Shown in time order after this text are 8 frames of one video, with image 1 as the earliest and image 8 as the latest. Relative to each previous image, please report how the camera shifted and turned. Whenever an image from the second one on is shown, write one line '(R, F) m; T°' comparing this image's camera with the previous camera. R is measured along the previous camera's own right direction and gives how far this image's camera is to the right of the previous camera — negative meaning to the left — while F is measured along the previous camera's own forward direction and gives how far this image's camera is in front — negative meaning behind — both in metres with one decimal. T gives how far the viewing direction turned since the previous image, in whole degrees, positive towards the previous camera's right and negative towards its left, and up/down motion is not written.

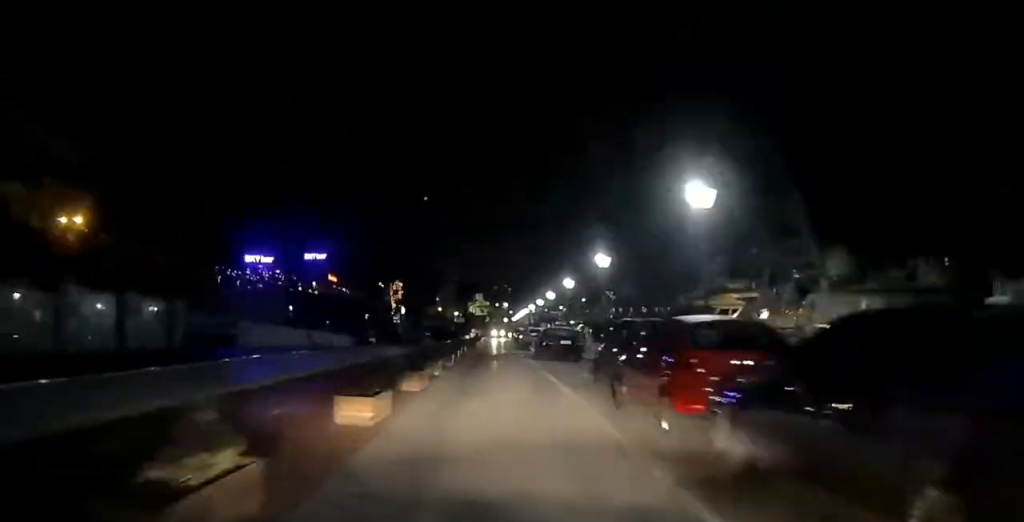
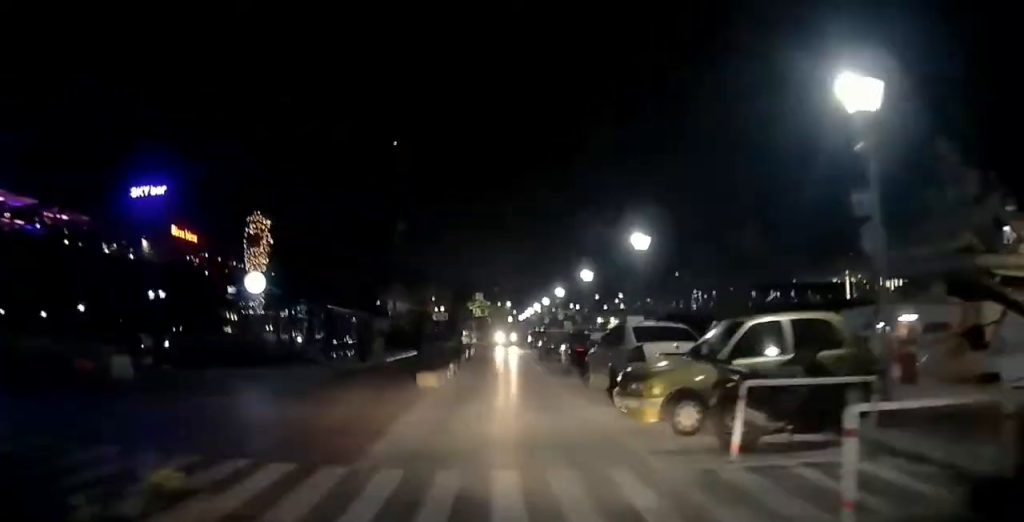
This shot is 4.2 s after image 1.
(+0.1, +28.1) m; -6°
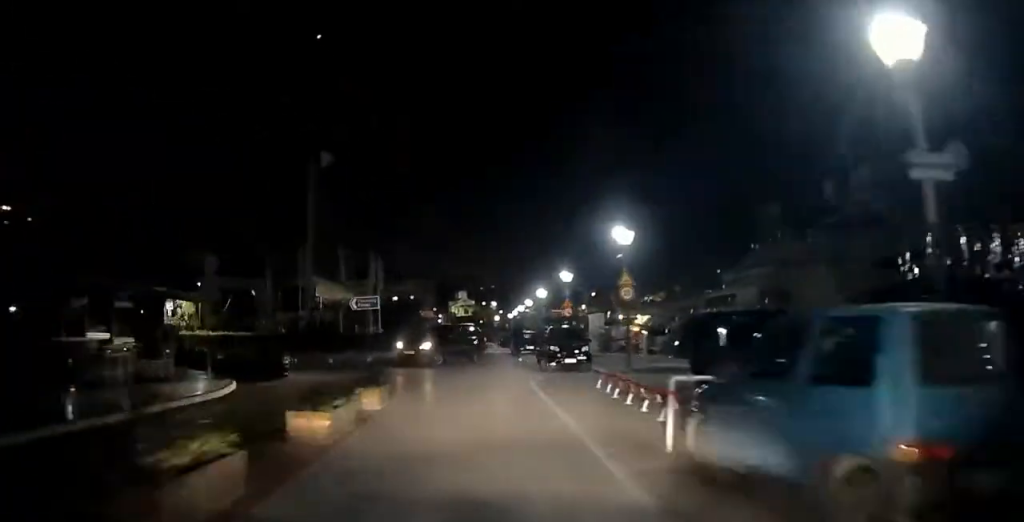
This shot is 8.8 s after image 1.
(-2.6, +29.4) m; -16°
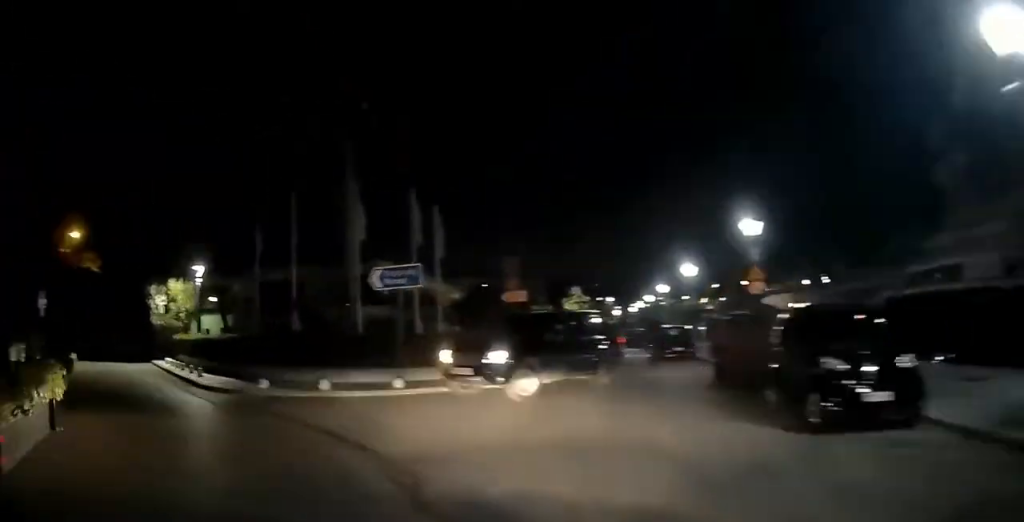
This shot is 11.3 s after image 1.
(-0.1, +15.8) m; -11°
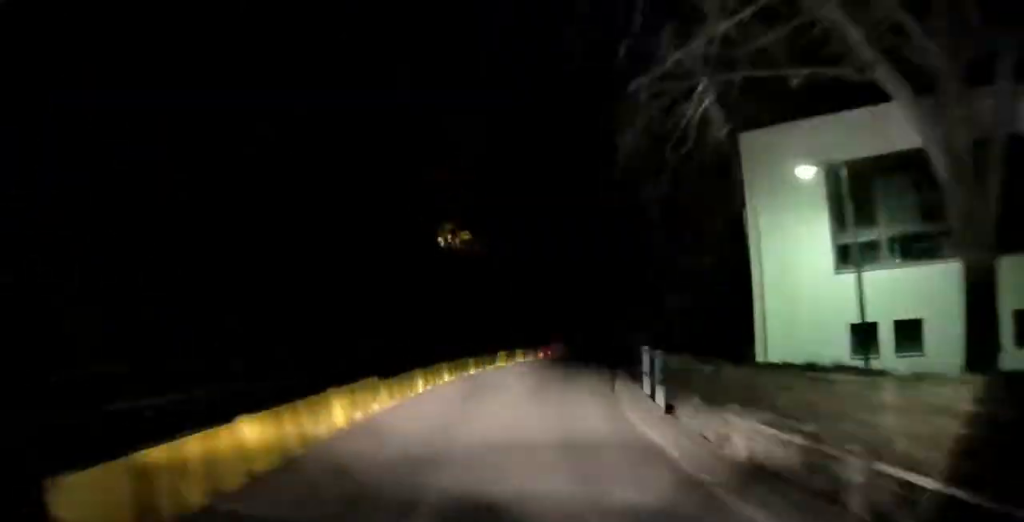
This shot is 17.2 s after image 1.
(-5.6, +39.3) m; -1°
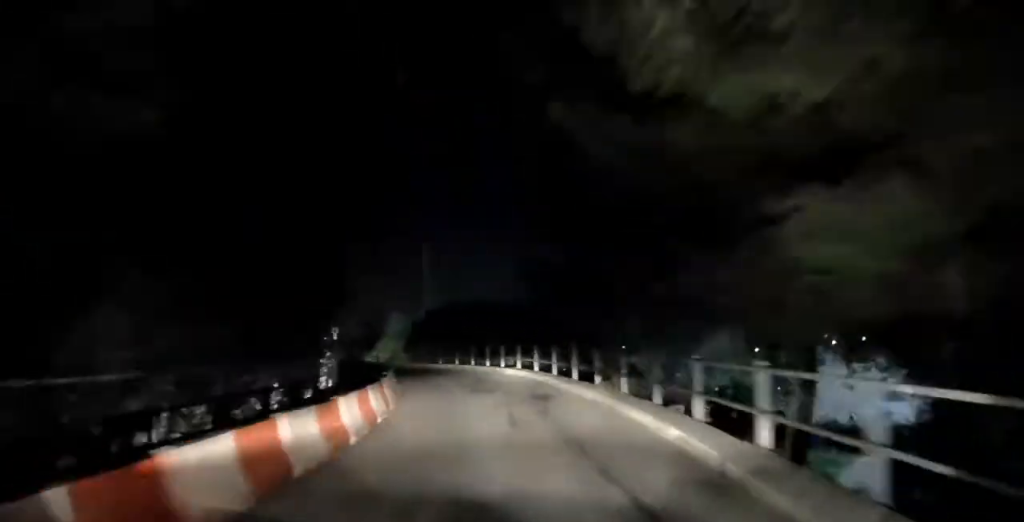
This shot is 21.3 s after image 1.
(+6.0, +29.7) m; -4°
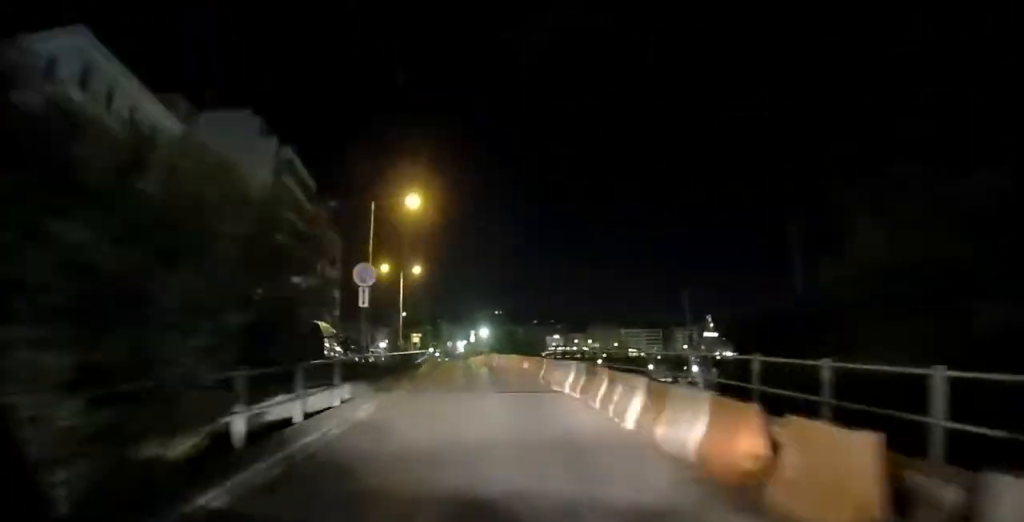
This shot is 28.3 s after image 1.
(-17.2, +46.5) m; -31°
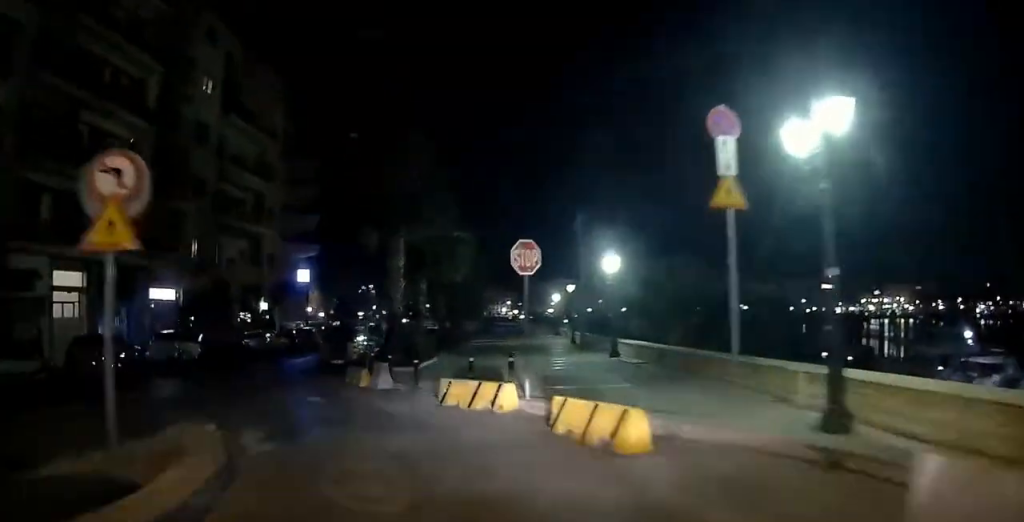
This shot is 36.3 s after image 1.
(-9.0, +54.7) m; -17°
